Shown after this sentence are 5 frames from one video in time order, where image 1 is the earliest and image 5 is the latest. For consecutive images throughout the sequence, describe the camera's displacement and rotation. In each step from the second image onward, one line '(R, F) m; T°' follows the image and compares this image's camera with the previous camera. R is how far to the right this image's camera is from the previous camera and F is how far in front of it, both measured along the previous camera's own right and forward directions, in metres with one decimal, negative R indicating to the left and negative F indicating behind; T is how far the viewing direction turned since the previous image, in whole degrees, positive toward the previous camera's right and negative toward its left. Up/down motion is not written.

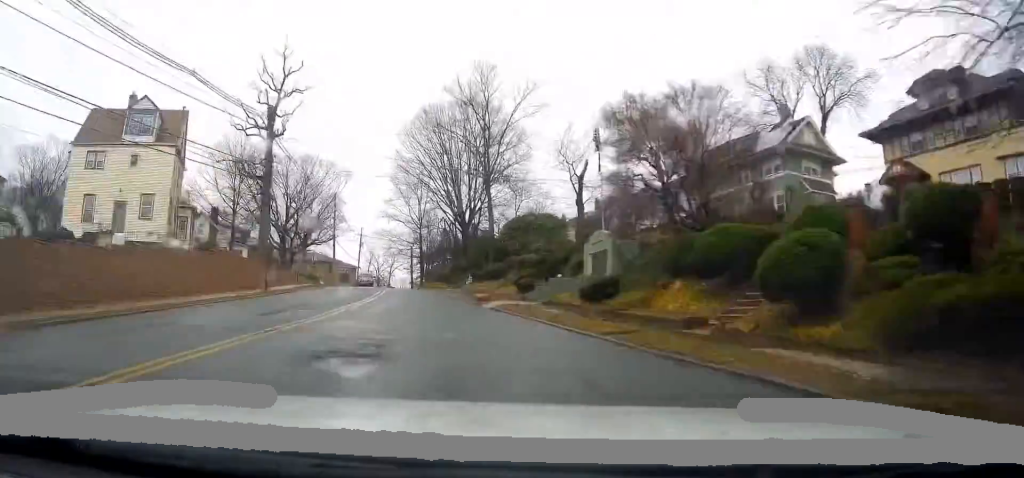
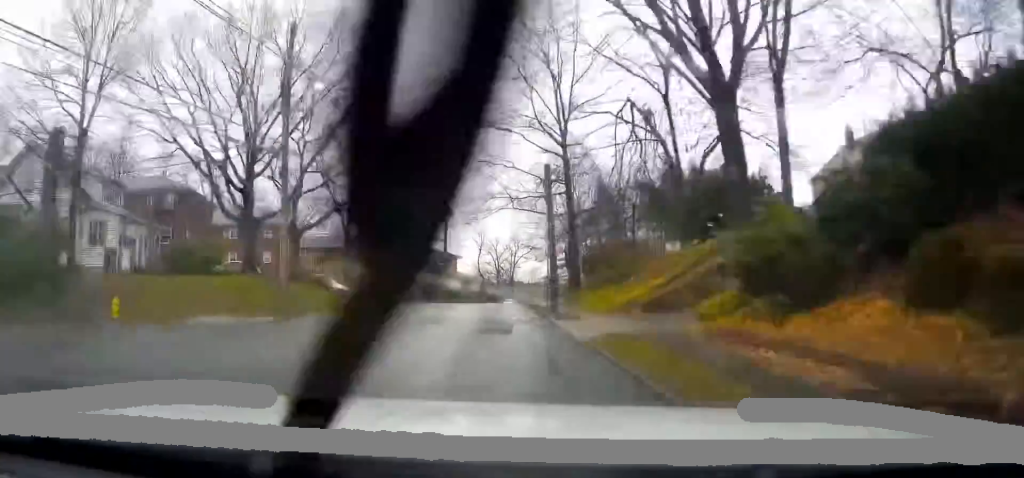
(-9.3, +54.1) m; -14°
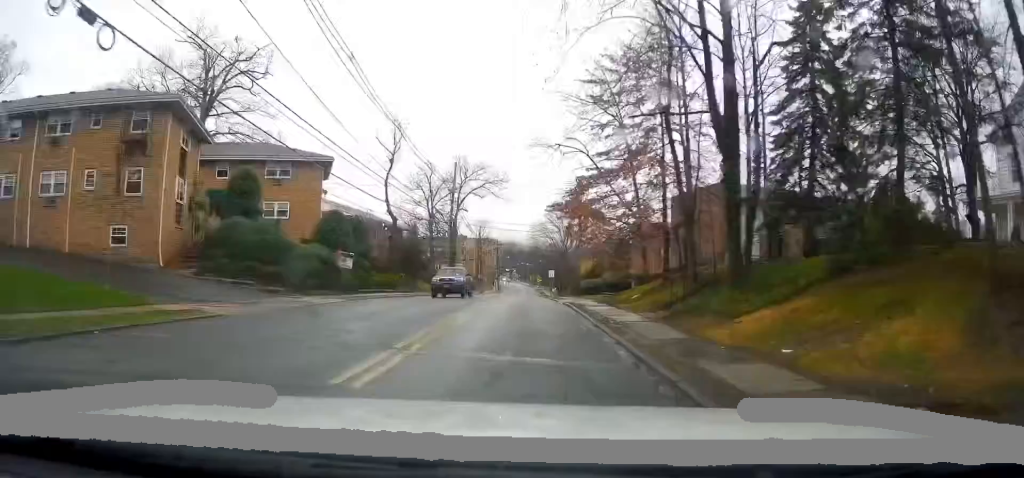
(+3.9, +59.3) m; +2°
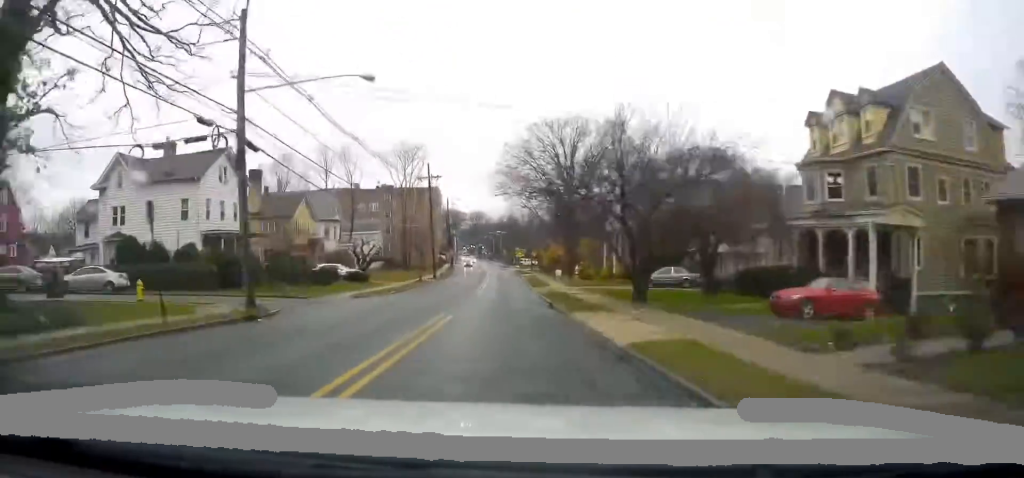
(+0.6, +79.6) m; +4°
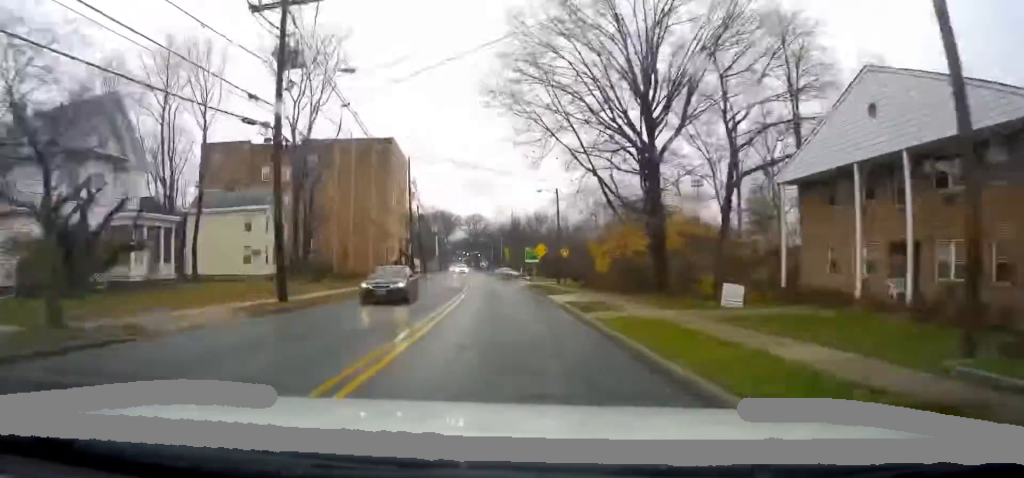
(0.0, +46.4) m; 0°
